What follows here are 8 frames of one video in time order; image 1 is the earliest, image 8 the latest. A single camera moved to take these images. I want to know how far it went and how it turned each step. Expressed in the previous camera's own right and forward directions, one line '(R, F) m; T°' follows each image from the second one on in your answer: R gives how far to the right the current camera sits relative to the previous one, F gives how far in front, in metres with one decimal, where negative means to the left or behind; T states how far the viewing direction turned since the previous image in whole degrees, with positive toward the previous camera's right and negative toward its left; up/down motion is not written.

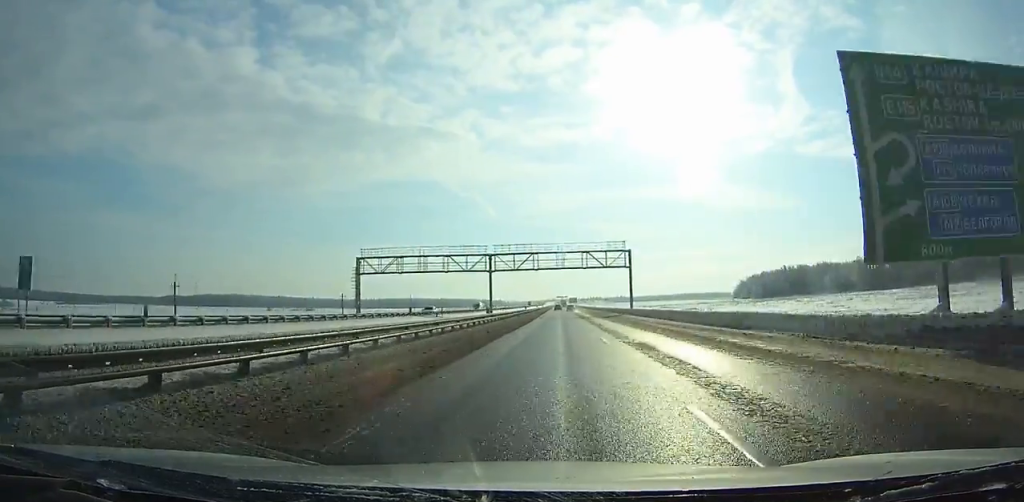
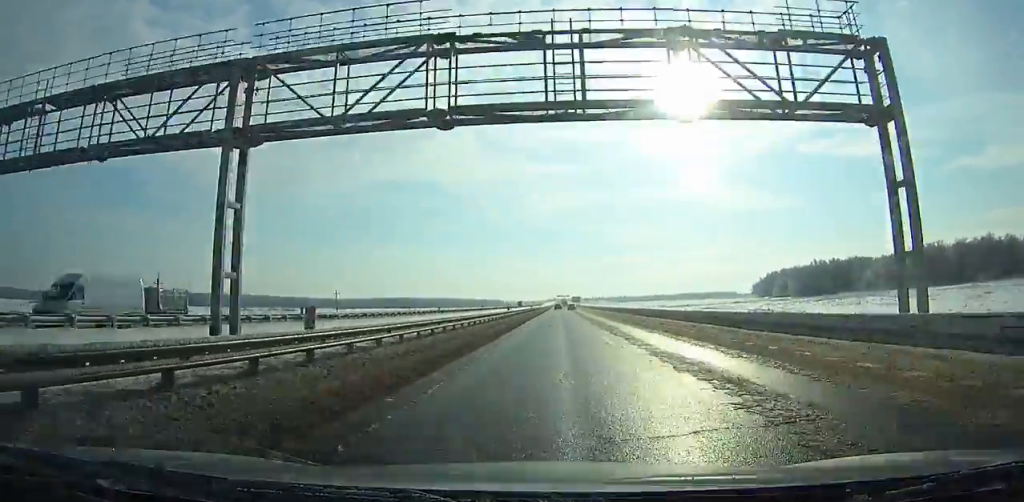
(0.0, +66.9) m; 0°
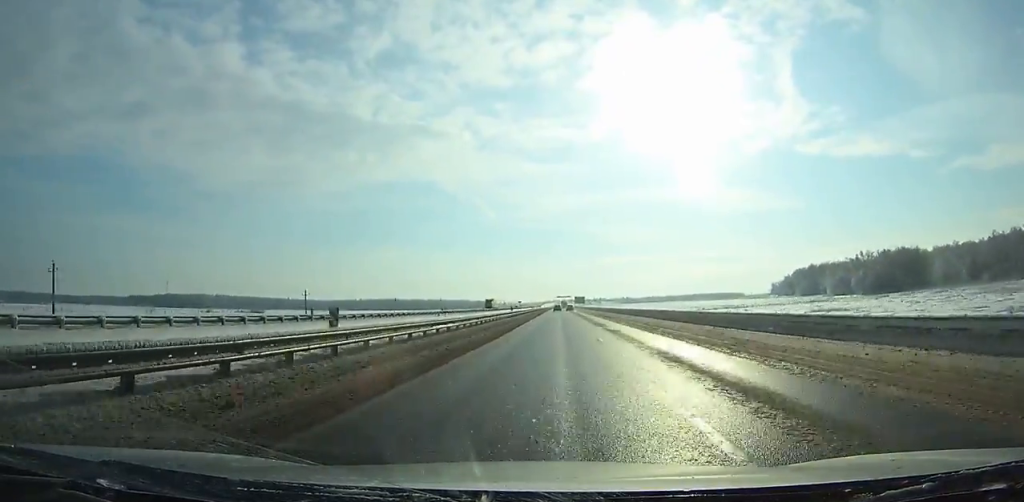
(-0.1, +77.9) m; 0°
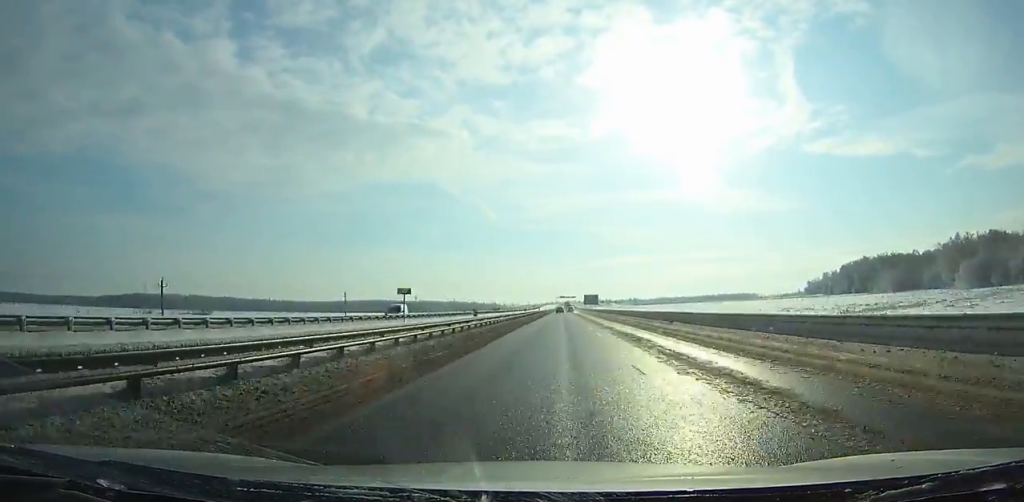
(-0.2, +106.3) m; 0°
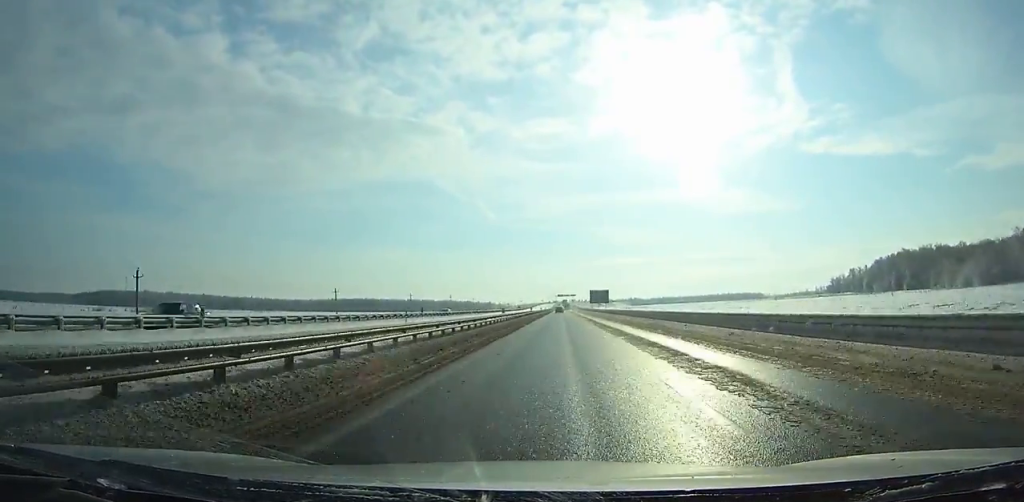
(-0.1, +66.5) m; 0°
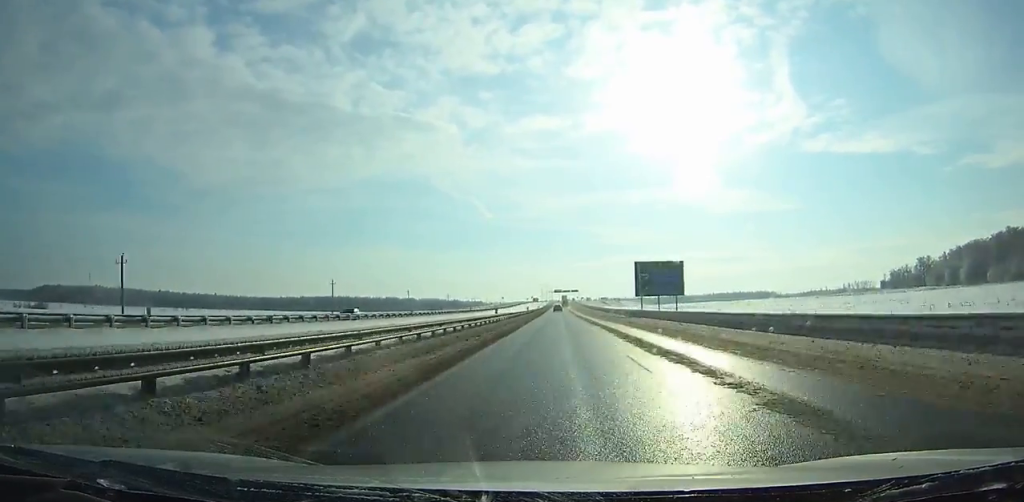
(+0.2, +124.6) m; 0°
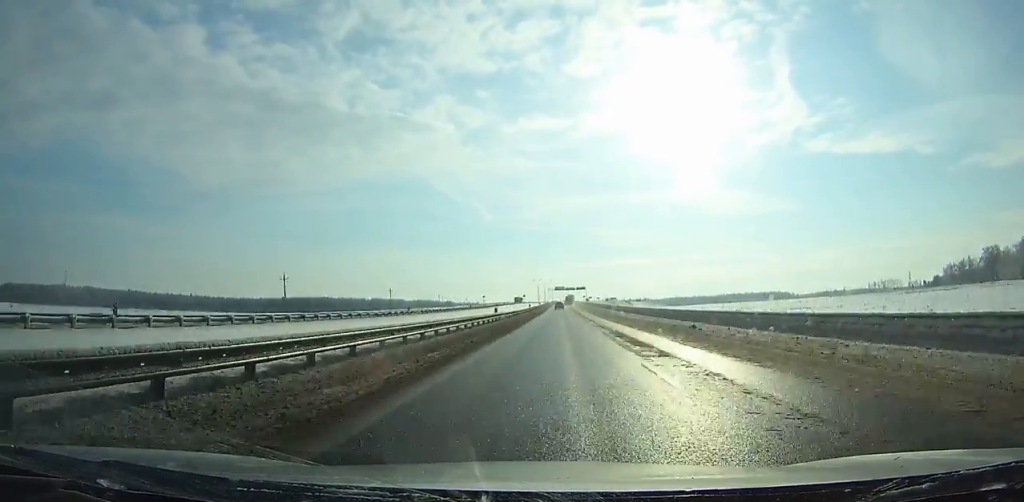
(+0.2, +80.7) m; 0°
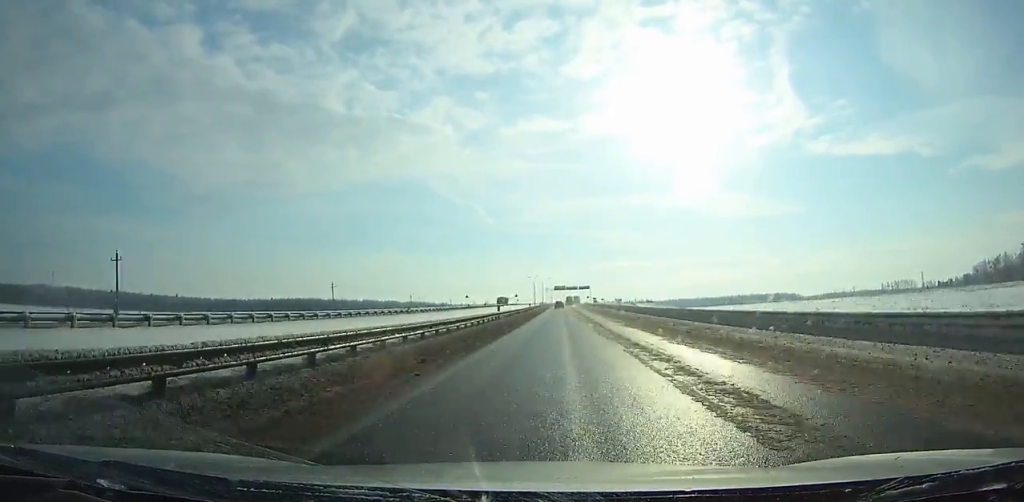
(0.0, +40.5) m; 0°
